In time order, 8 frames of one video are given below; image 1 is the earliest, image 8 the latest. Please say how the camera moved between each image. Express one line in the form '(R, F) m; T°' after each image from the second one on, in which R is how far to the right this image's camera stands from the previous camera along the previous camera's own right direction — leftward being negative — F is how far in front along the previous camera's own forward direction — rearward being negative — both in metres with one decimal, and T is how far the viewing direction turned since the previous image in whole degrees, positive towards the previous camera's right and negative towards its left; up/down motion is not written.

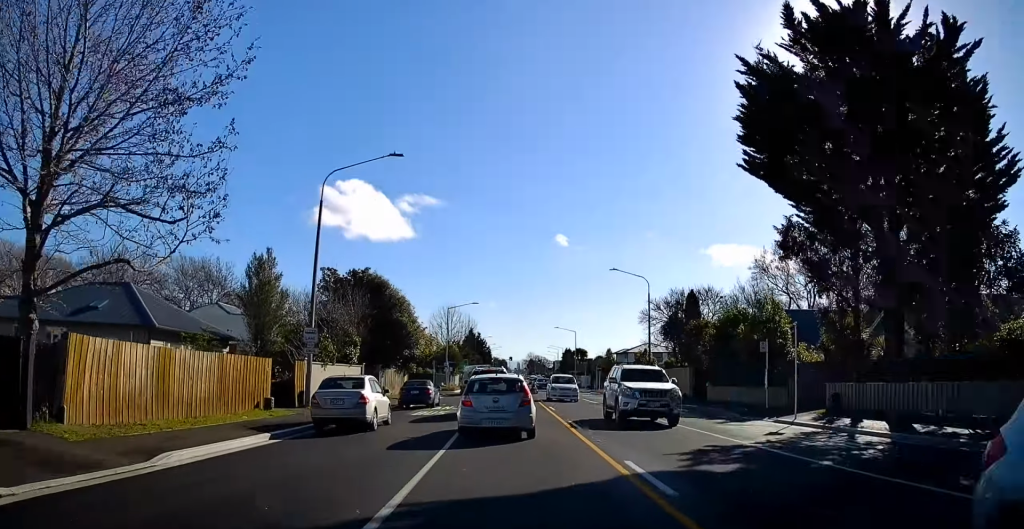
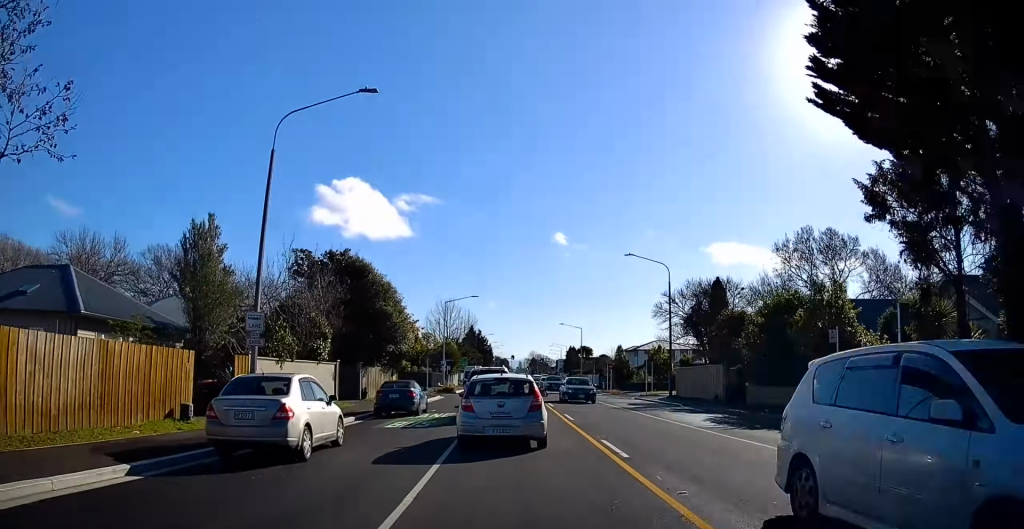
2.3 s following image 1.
(+0.2, +7.9) m; -1°
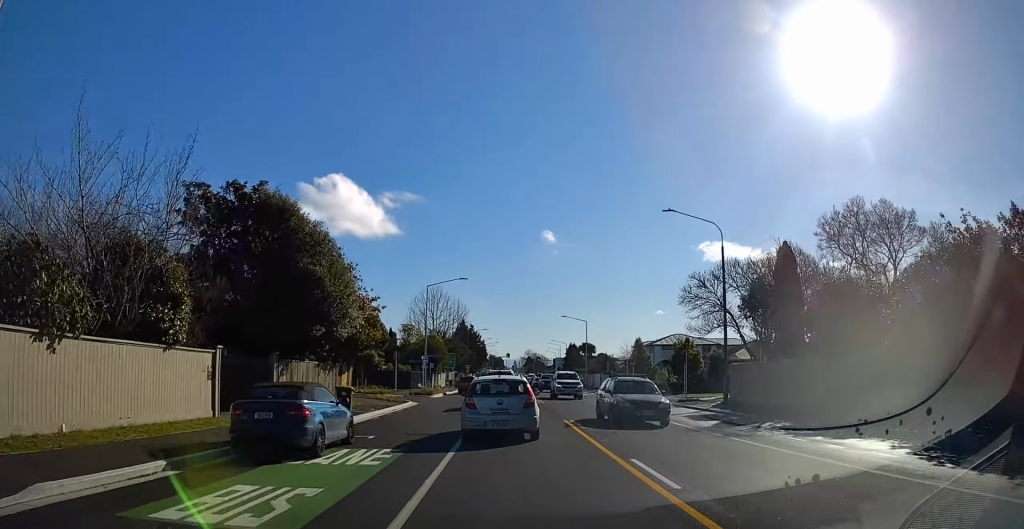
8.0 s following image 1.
(-0.3, +22.3) m; +2°
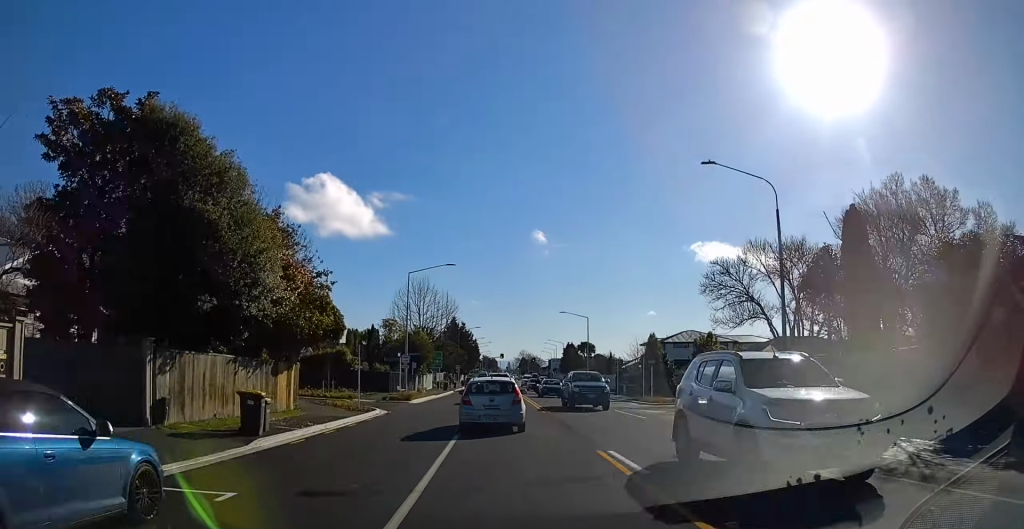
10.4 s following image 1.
(+0.2, +12.1) m; +2°
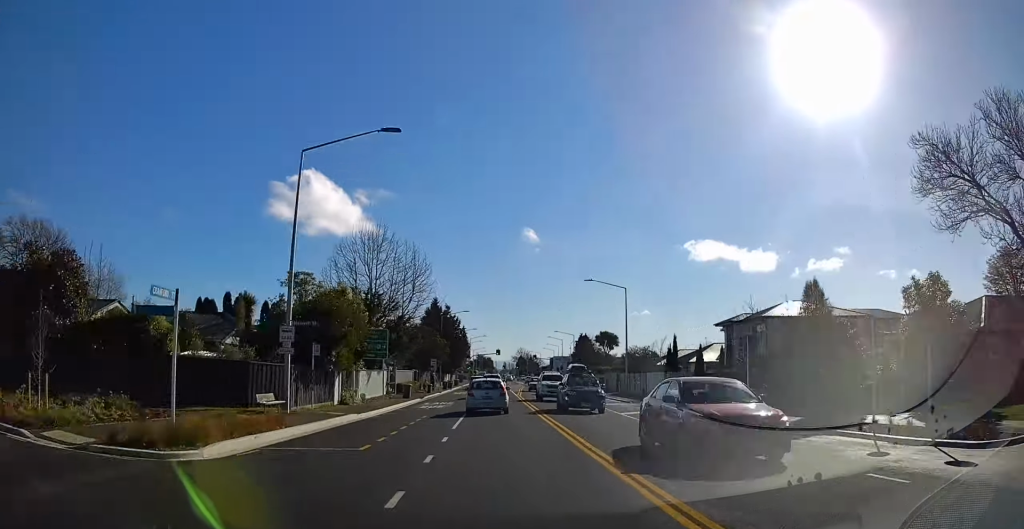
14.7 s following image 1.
(+0.6, +30.0) m; -1°
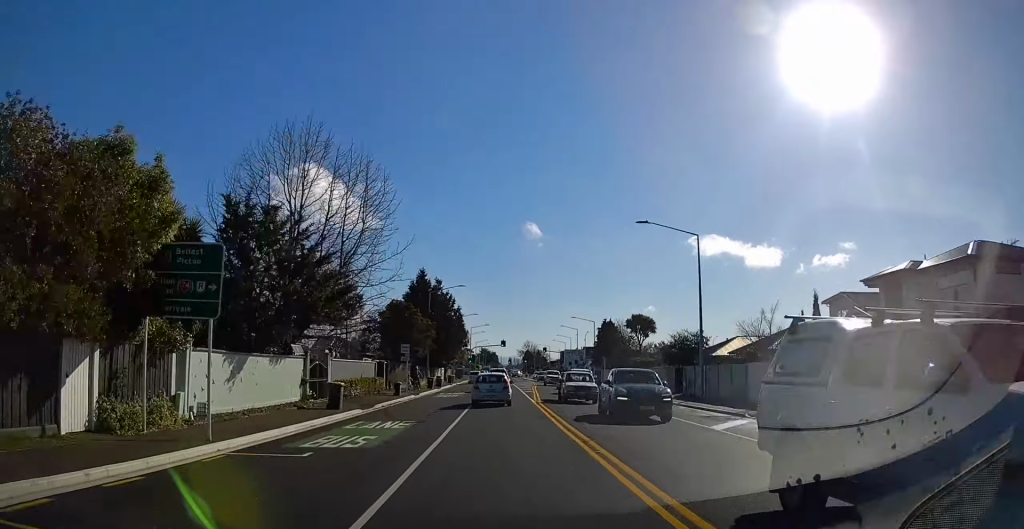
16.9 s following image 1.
(-0.6, +19.7) m; -1°
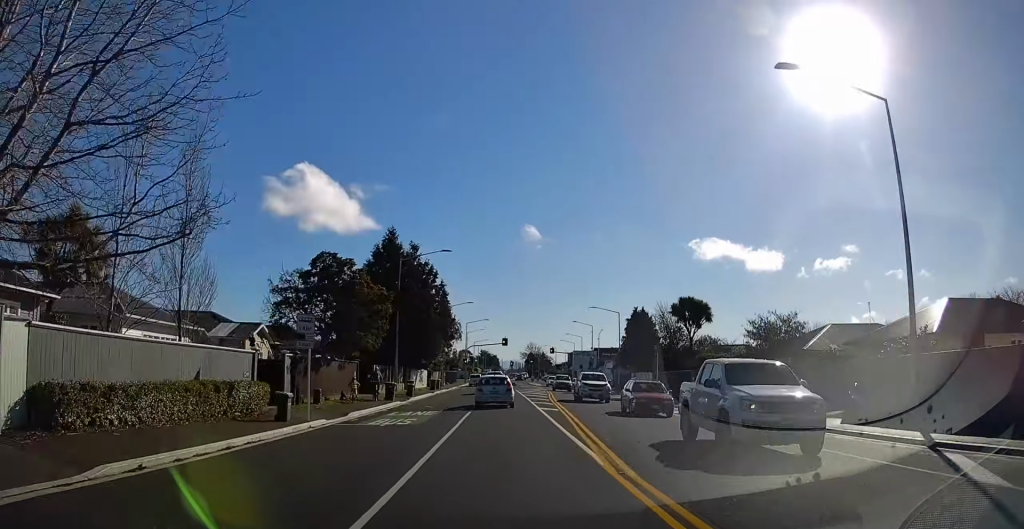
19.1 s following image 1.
(-0.3, +18.6) m; 0°
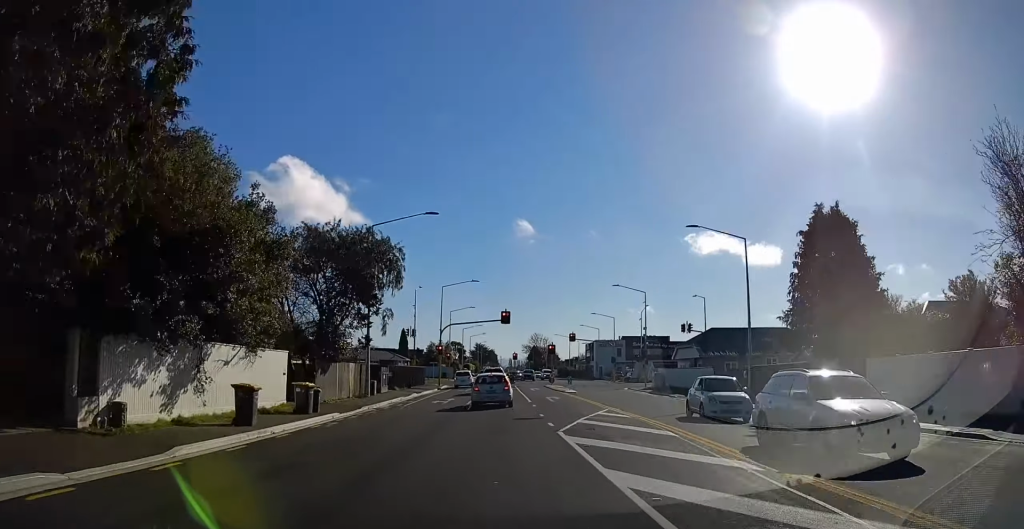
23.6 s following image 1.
(+0.6, +38.3) m; +2°
